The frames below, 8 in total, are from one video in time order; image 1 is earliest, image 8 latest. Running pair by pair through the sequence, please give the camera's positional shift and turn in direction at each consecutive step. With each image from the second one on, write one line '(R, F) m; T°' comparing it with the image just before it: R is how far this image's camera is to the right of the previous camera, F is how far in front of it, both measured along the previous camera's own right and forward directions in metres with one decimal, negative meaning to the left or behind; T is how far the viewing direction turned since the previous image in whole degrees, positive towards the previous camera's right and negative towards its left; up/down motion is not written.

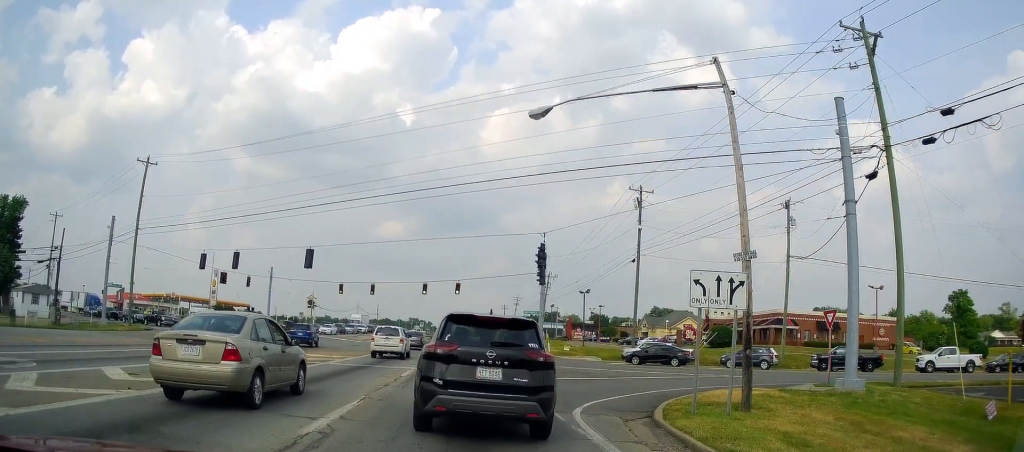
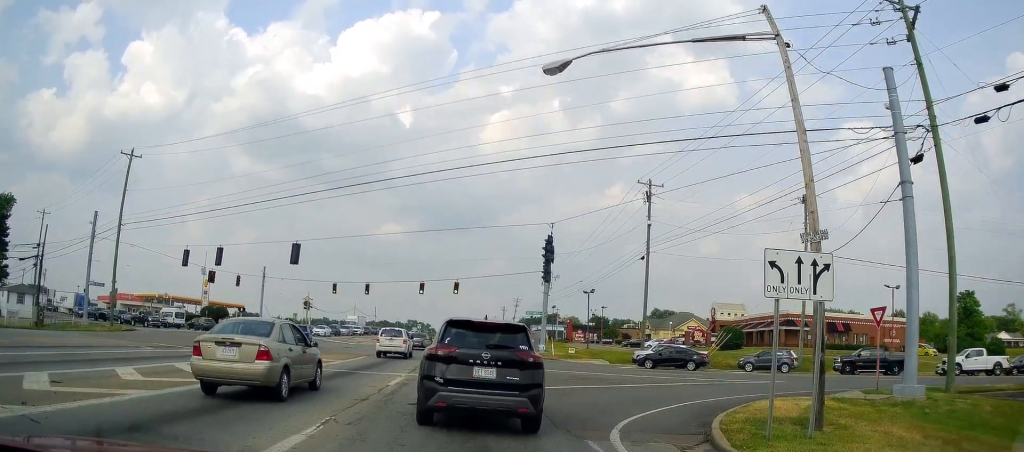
(-0.2, +3.5) m; +6°
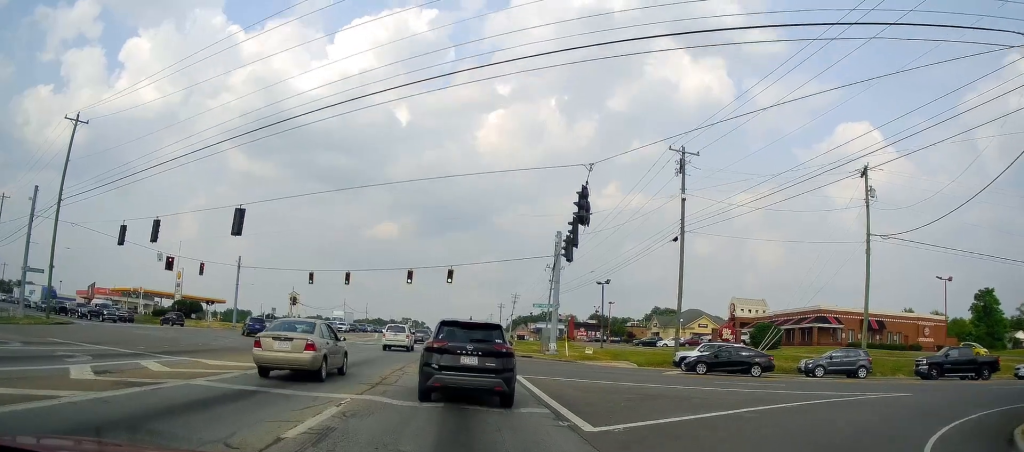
(+0.1, +9.7) m; -3°
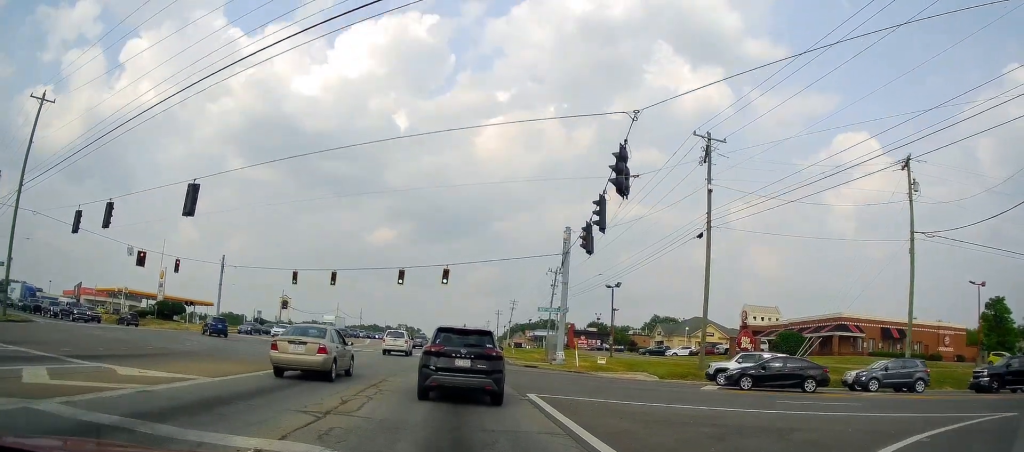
(-0.2, +5.2) m; 0°
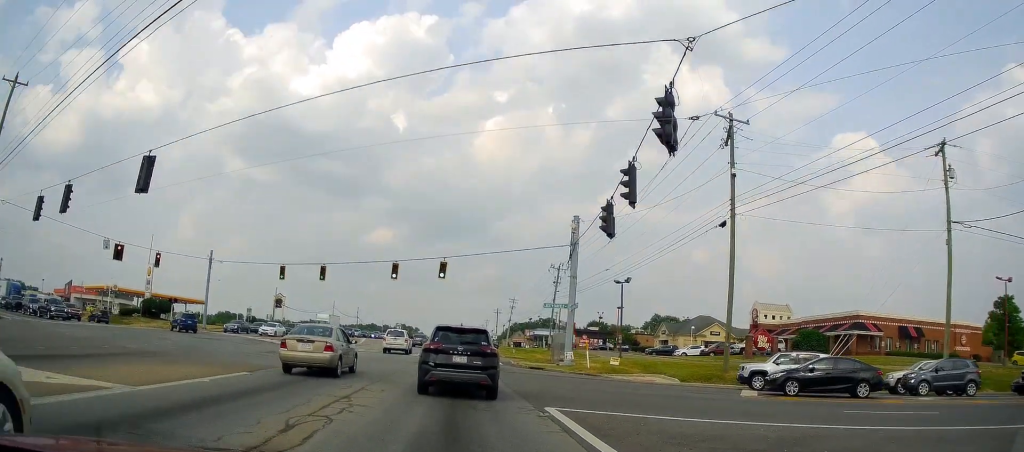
(+0.3, +3.8) m; +2°
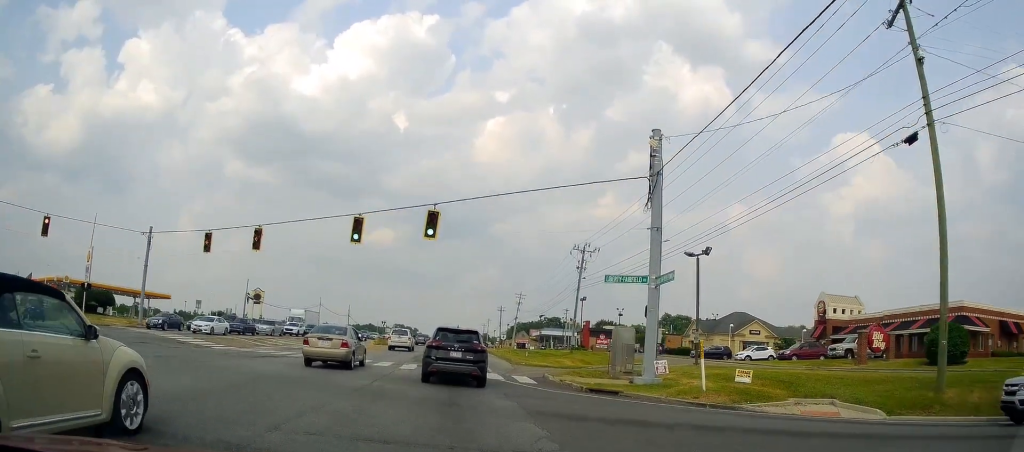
(-0.6, +17.3) m; -3°
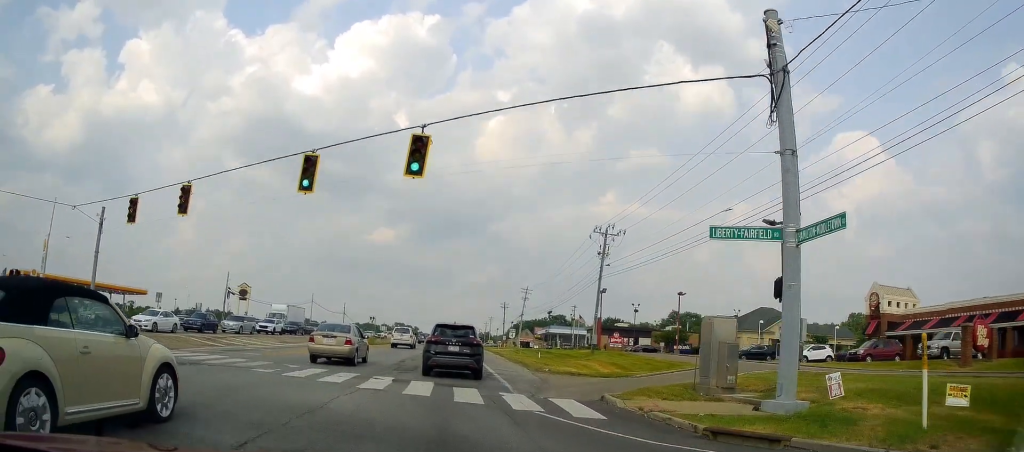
(0.0, +10.1) m; +2°
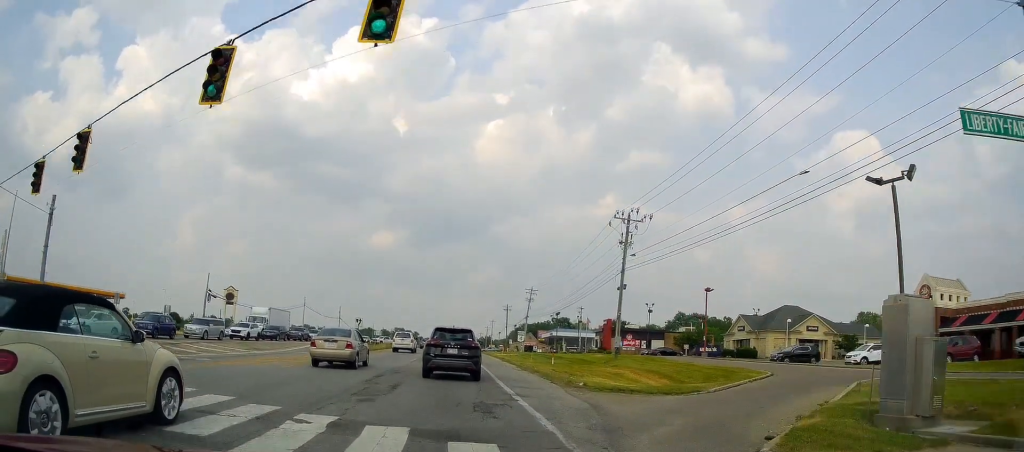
(+0.2, +8.0) m; +2°
